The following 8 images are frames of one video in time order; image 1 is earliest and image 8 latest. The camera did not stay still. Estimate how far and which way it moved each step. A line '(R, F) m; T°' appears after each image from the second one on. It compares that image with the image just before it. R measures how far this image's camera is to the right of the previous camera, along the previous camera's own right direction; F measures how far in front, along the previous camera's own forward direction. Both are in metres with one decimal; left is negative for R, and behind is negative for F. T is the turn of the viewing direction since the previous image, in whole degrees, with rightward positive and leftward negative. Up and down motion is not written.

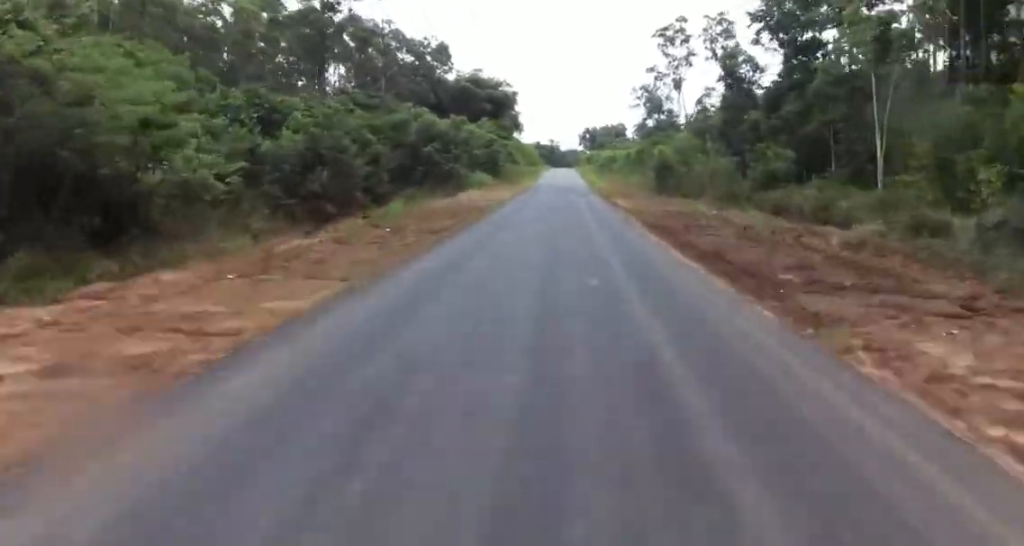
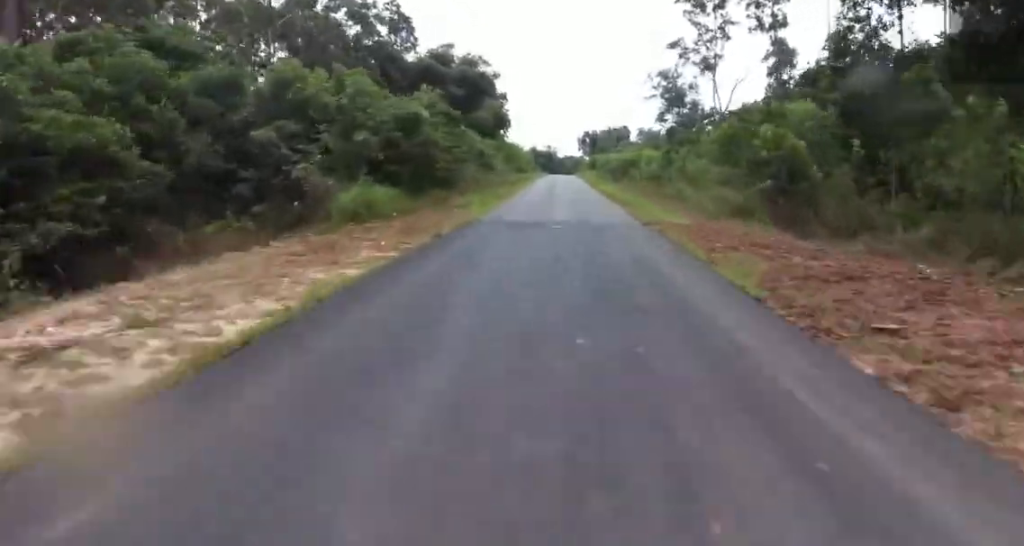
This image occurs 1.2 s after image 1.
(-0.1, +31.2) m; 0°
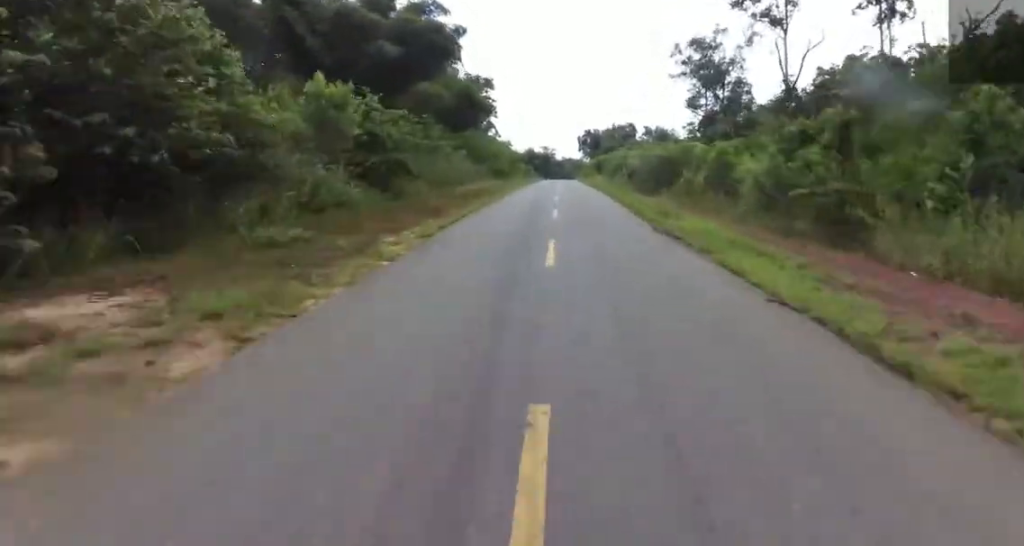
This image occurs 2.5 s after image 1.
(0.0, +32.4) m; 0°
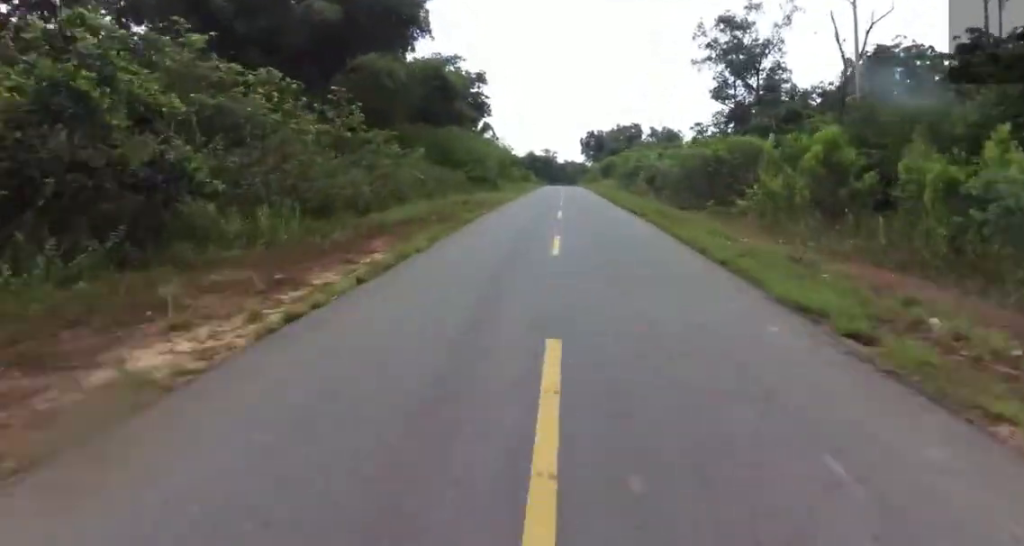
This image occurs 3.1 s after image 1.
(-0.1, +15.5) m; +1°
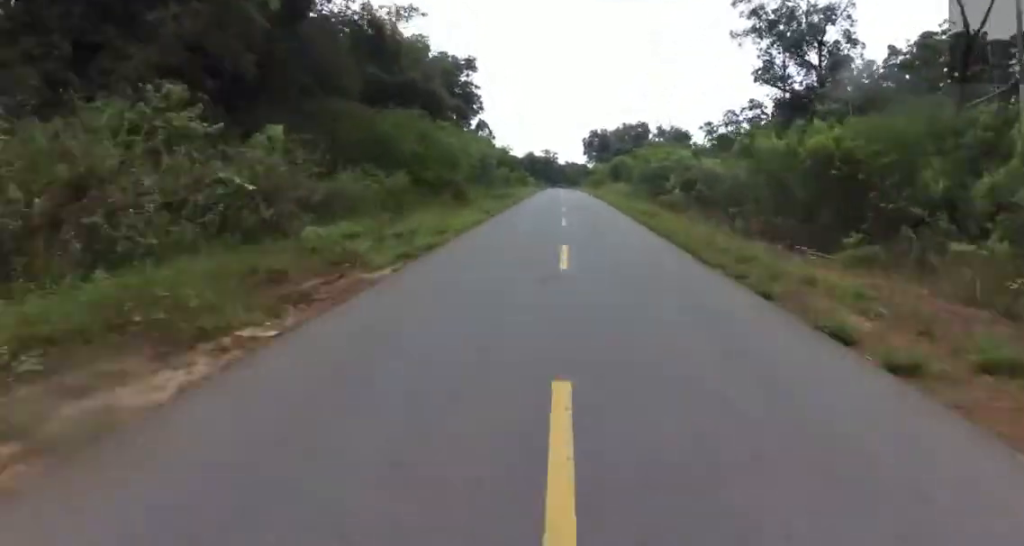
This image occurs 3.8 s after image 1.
(+0.3, +16.5) m; +1°
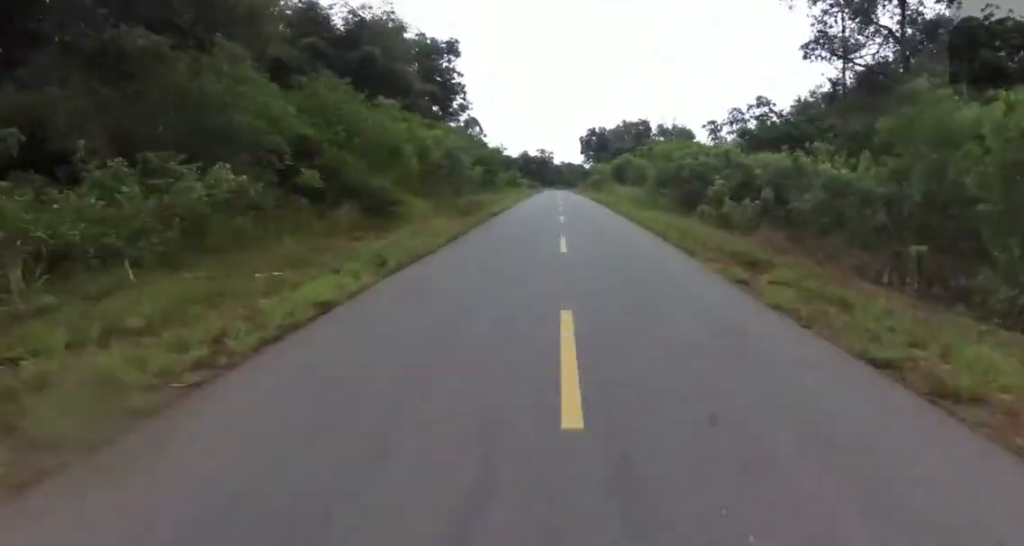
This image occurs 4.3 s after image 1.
(+0.1, +14.8) m; 0°
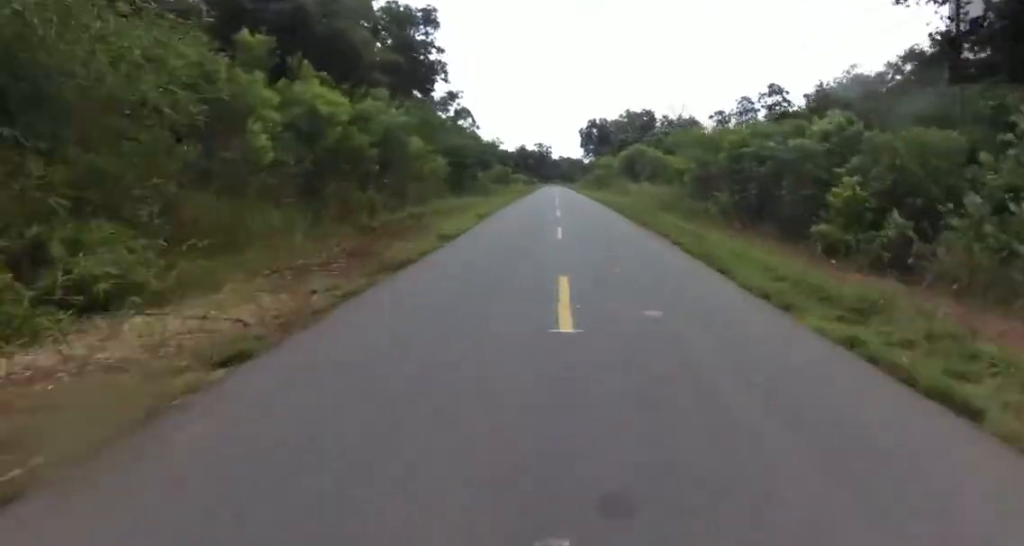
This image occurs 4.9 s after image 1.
(+0.1, +14.9) m; -1°
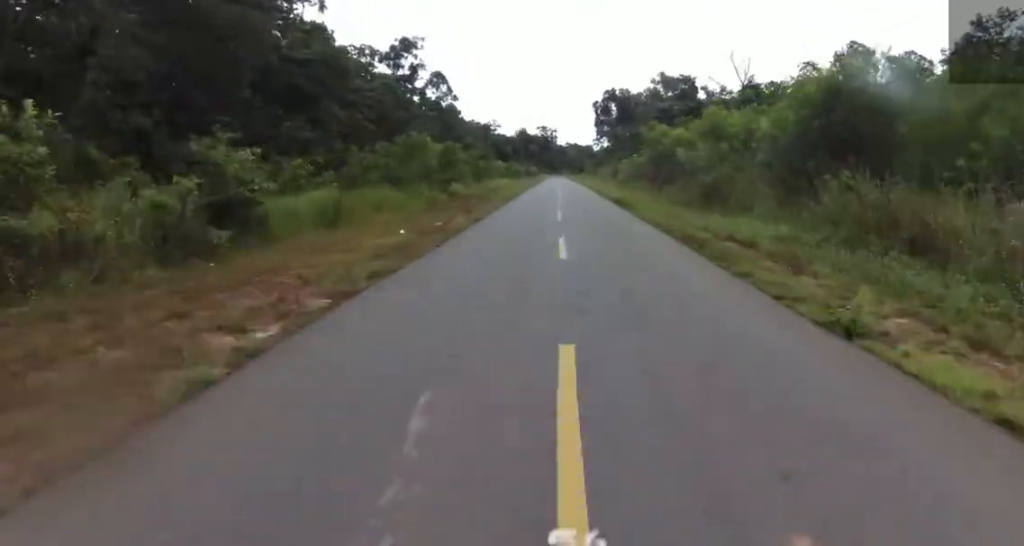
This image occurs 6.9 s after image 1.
(-2.3, +53.1) m; -1°
